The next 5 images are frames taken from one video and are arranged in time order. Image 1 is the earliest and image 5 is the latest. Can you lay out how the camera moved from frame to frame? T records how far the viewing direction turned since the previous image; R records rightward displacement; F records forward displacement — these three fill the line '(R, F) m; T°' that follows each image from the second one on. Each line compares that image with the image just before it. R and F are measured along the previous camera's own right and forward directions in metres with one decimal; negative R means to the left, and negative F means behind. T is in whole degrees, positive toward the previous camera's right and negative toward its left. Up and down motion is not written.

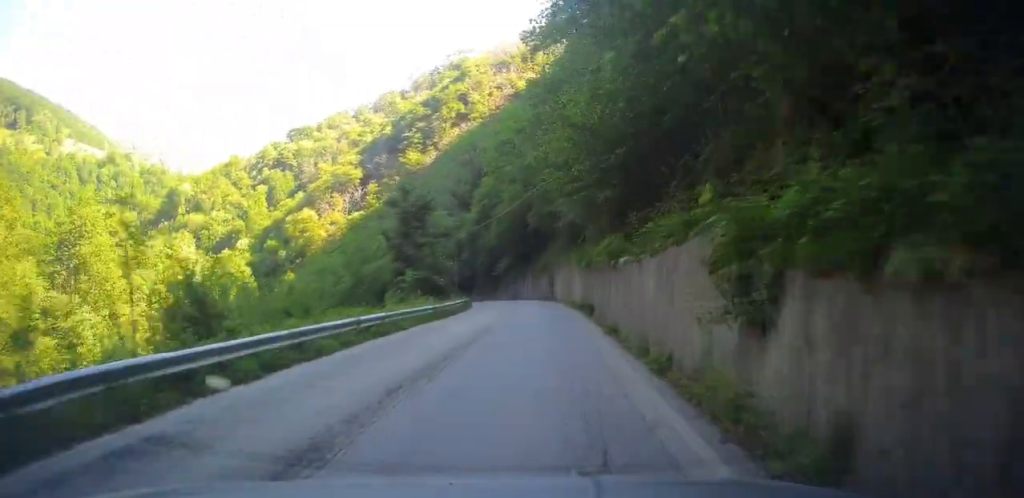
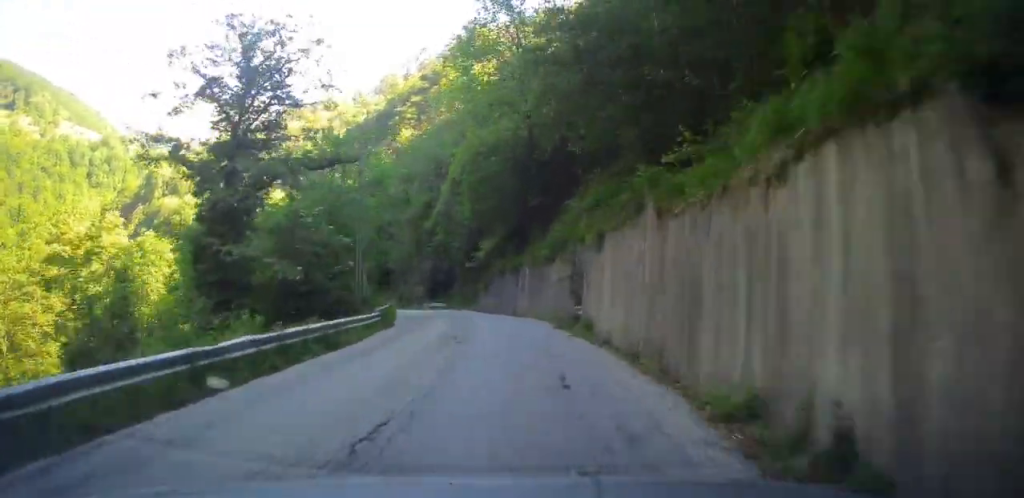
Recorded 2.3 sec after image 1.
(-0.6, +15.5) m; -12°
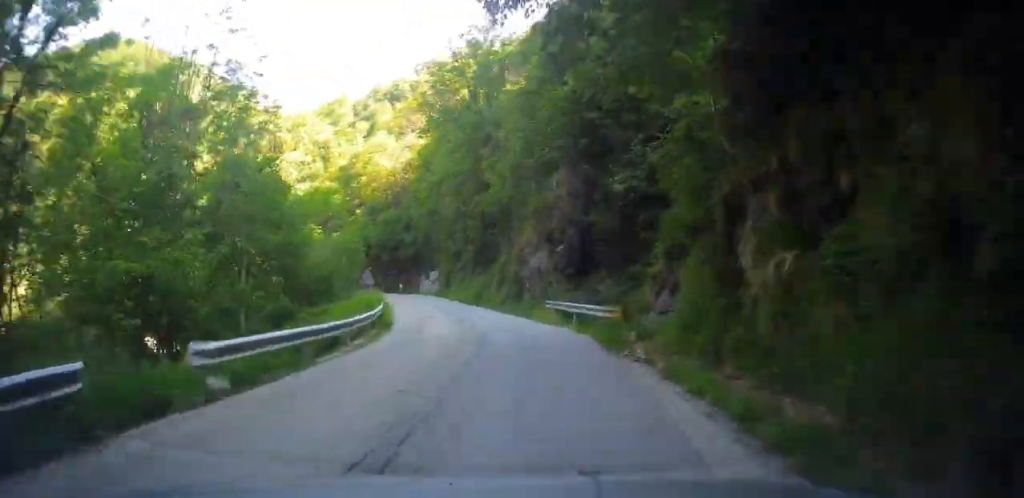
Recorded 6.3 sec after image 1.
(-12.1, +39.8) m; -26°
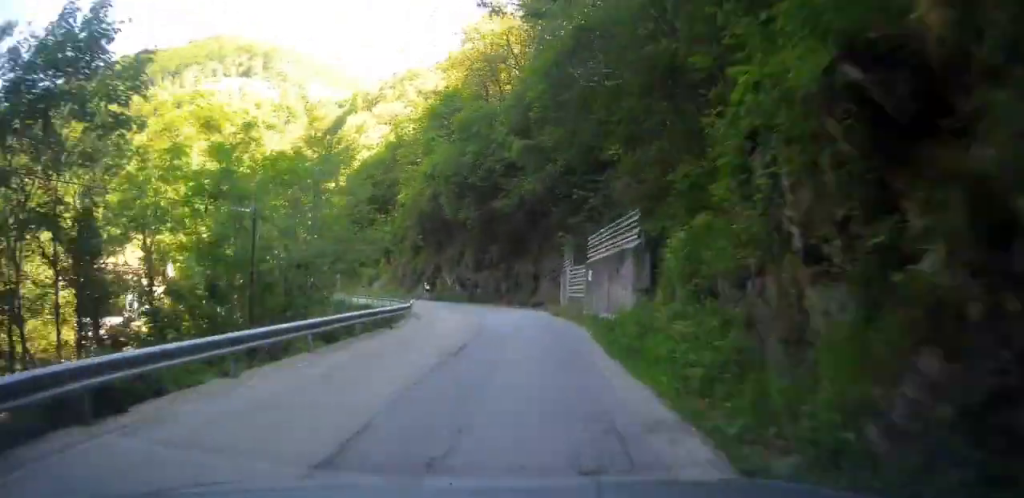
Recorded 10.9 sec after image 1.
(-6.2, +76.1) m; -11°
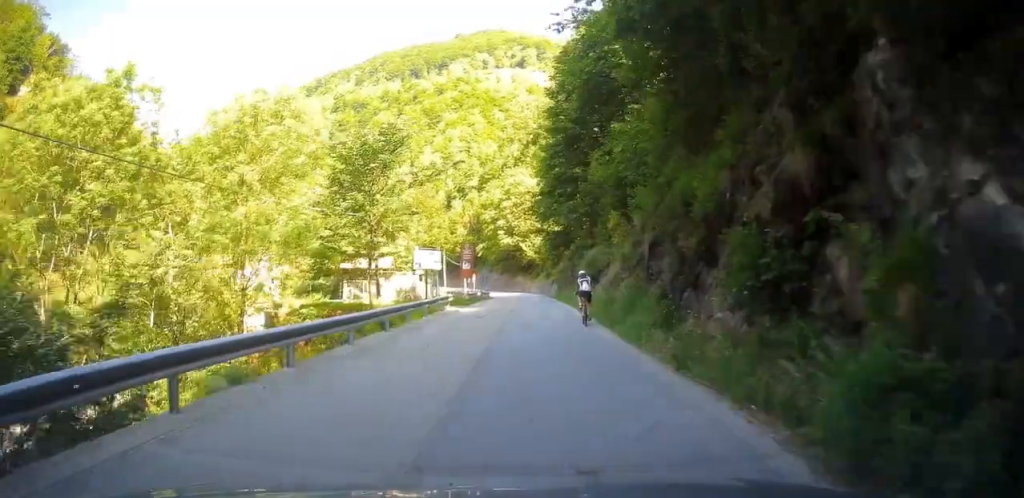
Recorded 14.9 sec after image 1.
(-8.3, +53.6) m; -19°
